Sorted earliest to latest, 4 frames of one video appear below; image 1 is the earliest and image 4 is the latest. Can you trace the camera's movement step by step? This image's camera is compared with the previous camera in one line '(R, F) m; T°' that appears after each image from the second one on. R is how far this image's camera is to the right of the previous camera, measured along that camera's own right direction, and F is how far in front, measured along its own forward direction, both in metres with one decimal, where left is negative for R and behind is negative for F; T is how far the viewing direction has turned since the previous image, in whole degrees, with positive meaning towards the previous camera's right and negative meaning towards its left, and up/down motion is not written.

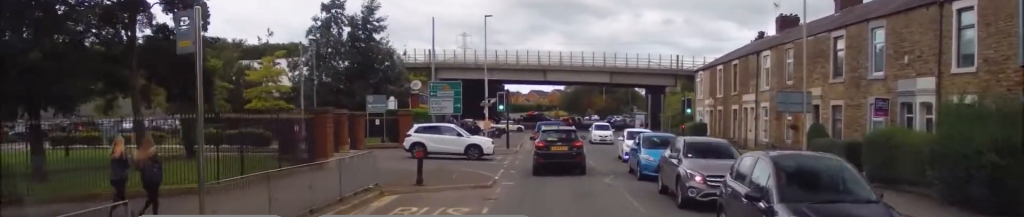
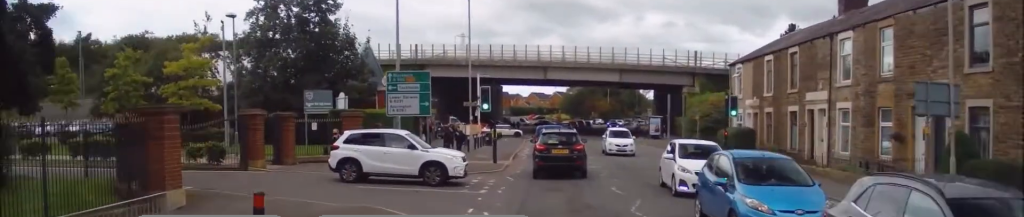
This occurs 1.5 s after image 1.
(-0.5, +9.7) m; -3°
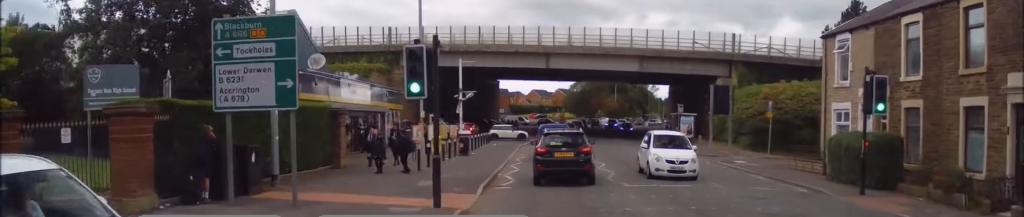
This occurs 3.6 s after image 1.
(+0.3, +13.9) m; +3°
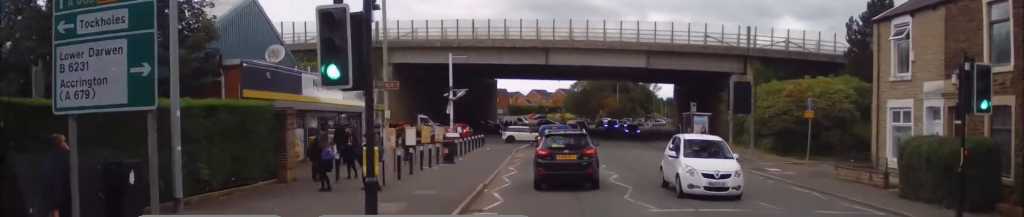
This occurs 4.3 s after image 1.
(+0.1, +4.3) m; 0°
